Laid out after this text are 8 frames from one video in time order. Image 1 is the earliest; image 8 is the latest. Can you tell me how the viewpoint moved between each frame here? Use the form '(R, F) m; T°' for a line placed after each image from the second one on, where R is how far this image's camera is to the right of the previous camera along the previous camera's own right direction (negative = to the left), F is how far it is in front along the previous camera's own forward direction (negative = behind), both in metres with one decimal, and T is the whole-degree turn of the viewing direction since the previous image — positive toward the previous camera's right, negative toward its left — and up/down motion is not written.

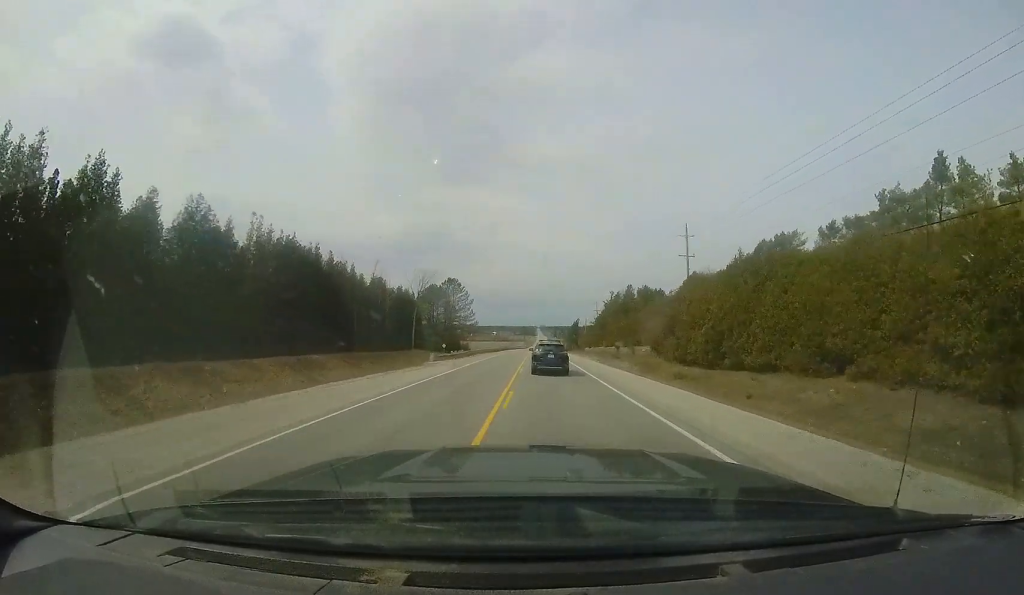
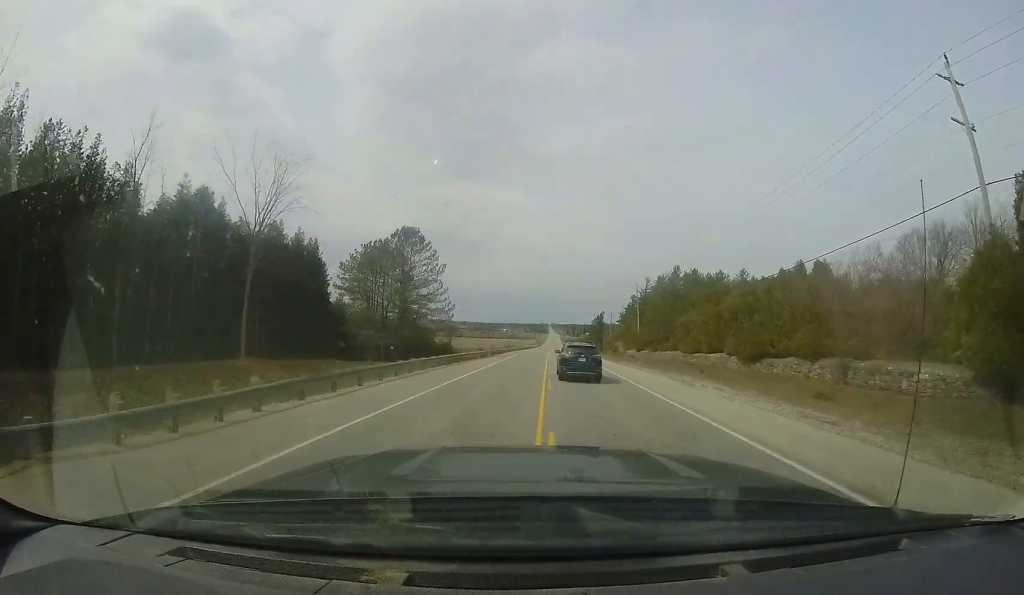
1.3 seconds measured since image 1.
(-0.2, +33.3) m; -1°
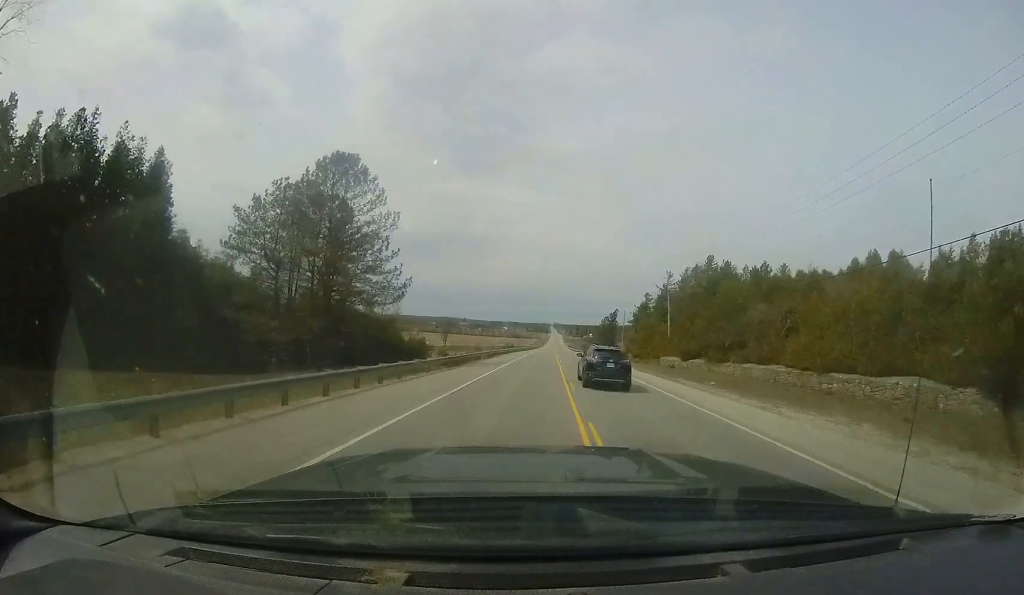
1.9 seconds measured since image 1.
(0.0, +17.2) m; 0°
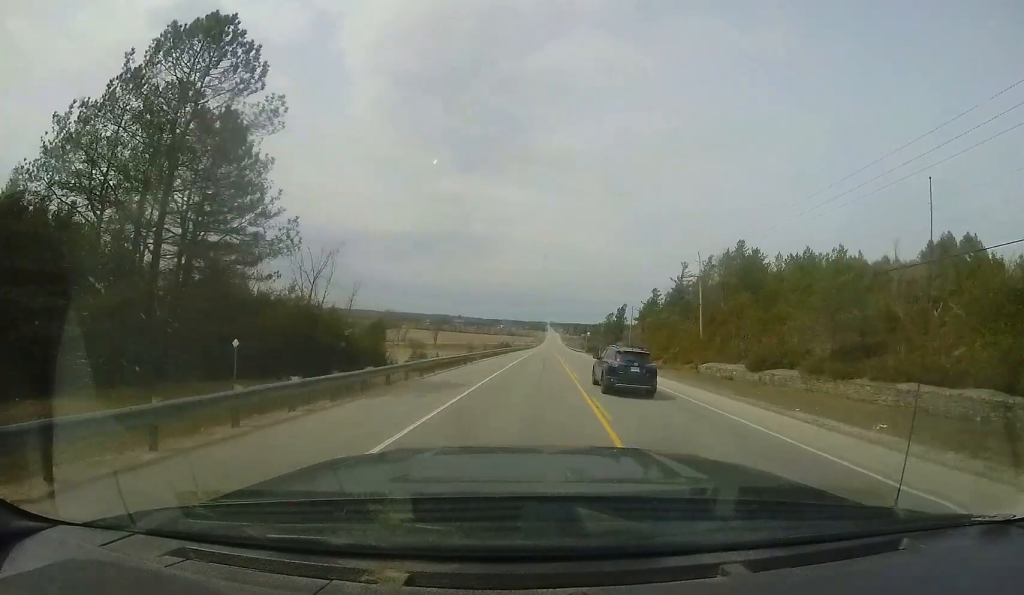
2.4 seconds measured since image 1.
(0.0, +13.8) m; 0°
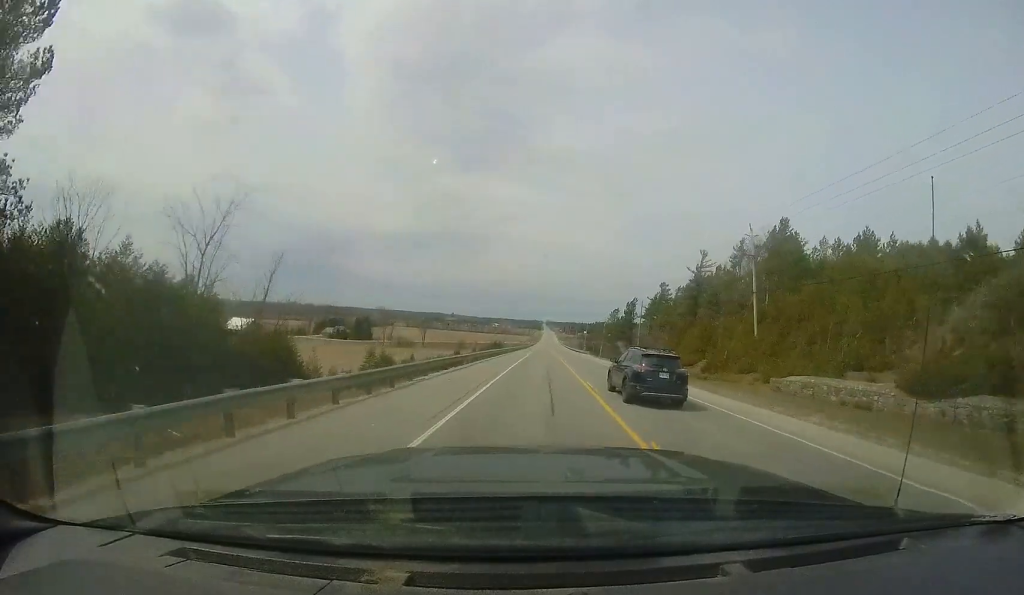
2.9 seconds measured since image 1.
(-0.1, +14.1) m; 0°
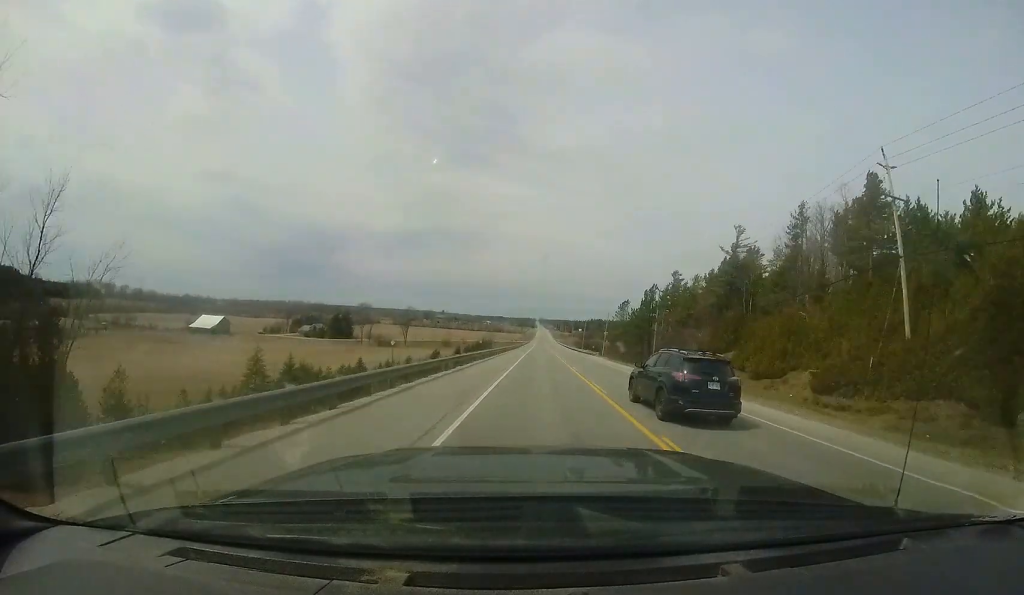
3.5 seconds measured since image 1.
(+0.1, +18.3) m; 0°
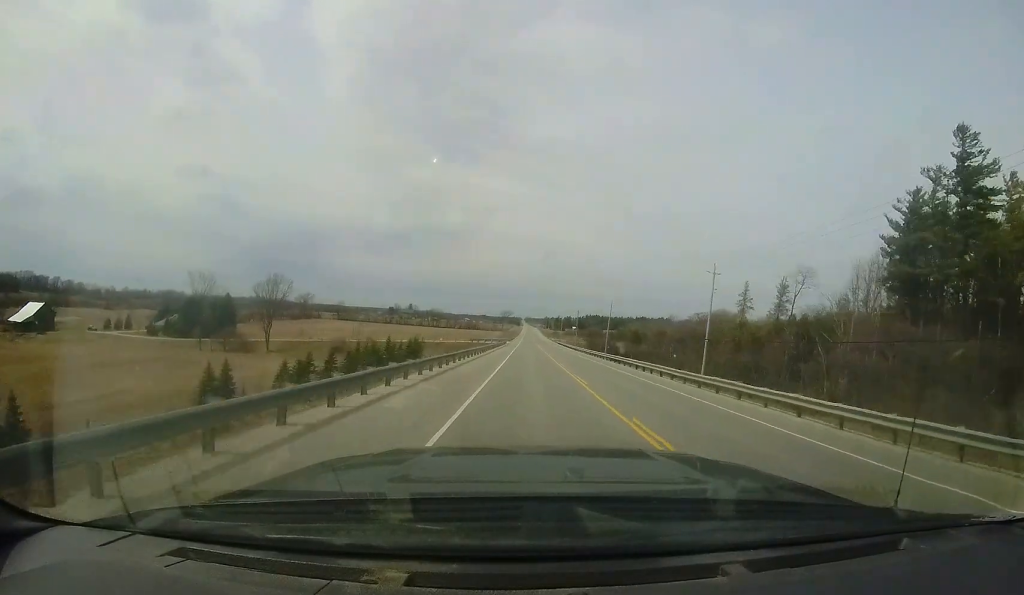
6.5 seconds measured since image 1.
(+3.3, +88.9) m; +5°
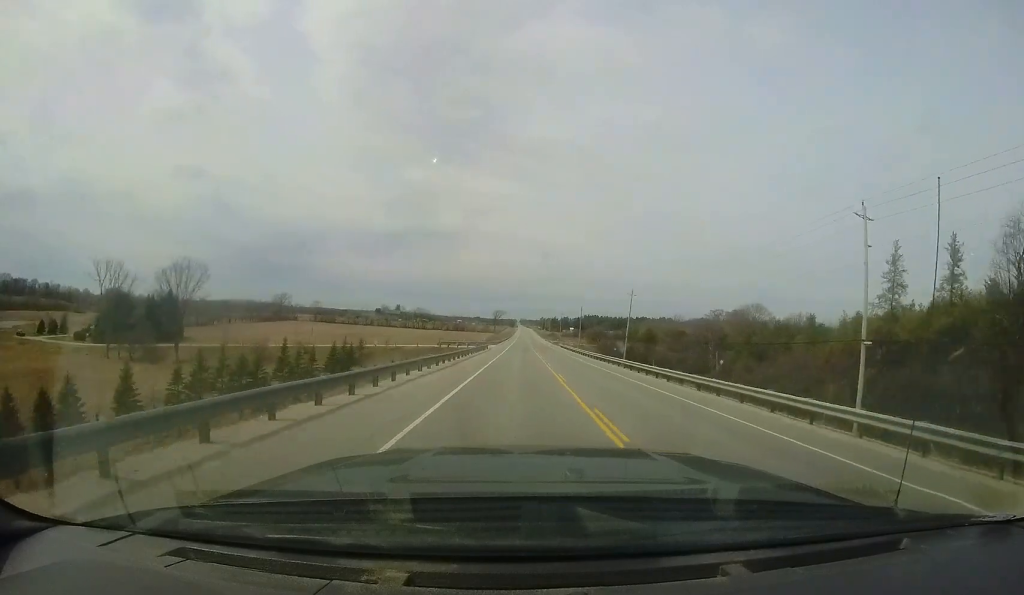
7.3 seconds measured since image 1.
(0.0, +26.2) m; +1°
